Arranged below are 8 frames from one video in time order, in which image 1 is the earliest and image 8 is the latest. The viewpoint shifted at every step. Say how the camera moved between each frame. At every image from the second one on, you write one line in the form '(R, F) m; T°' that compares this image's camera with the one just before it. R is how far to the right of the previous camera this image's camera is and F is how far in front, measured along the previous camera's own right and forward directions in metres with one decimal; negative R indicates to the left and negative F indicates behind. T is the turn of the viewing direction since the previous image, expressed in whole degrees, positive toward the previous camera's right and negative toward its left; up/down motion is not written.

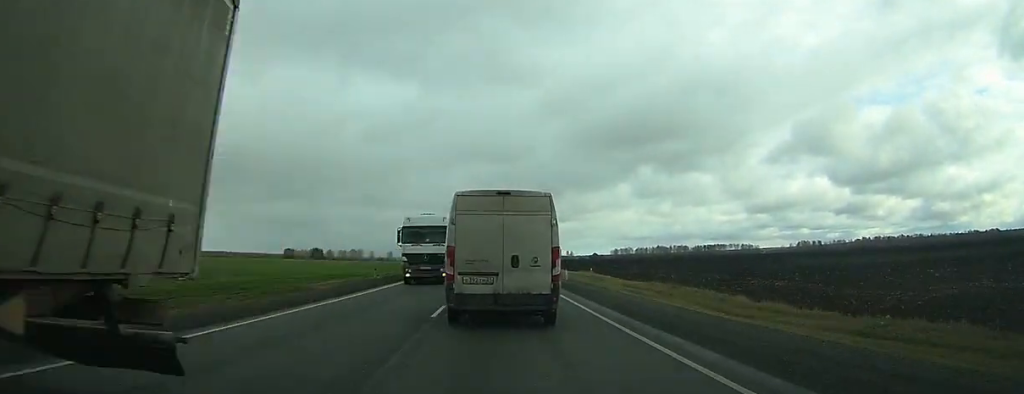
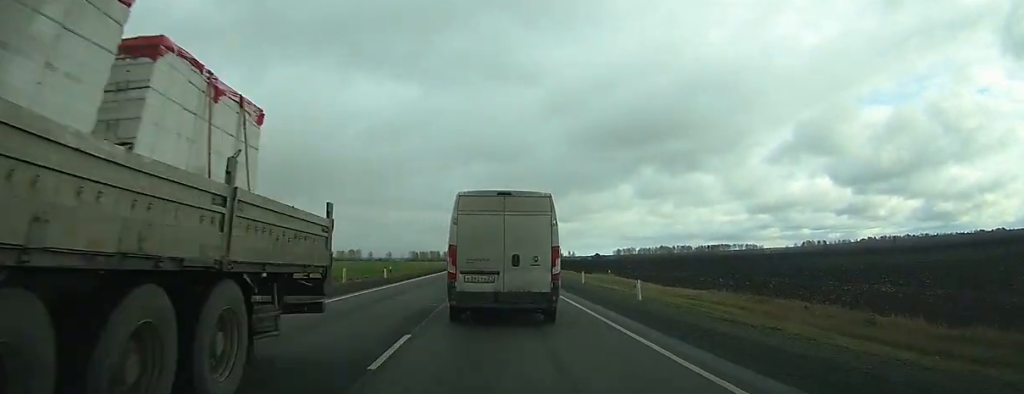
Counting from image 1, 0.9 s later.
(+0.1, +18.9) m; 0°
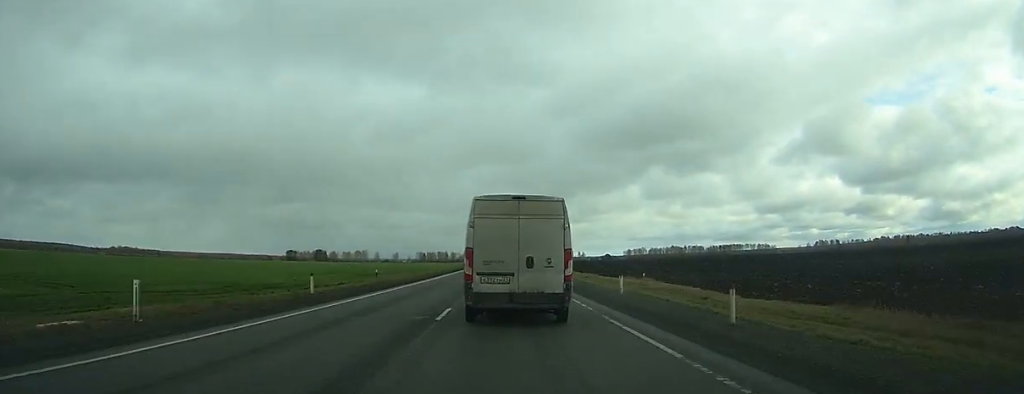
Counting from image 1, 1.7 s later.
(-0.1, +18.2) m; 0°
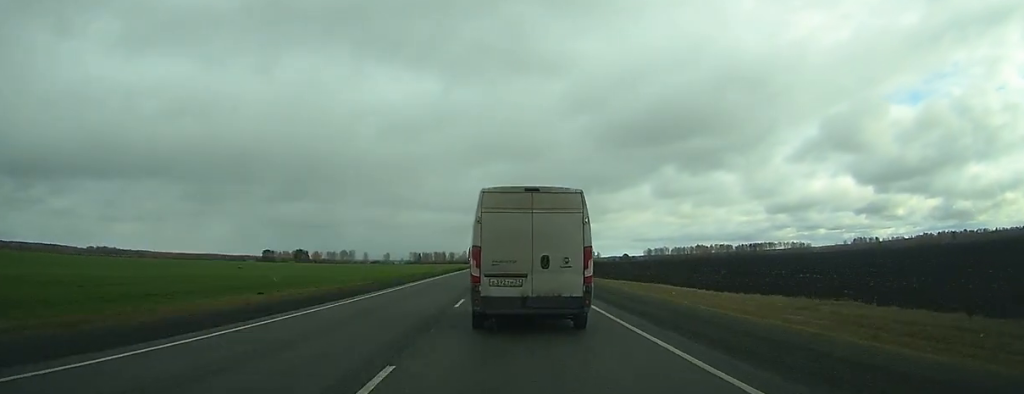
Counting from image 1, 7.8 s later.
(-1.3, +126.4) m; -1°
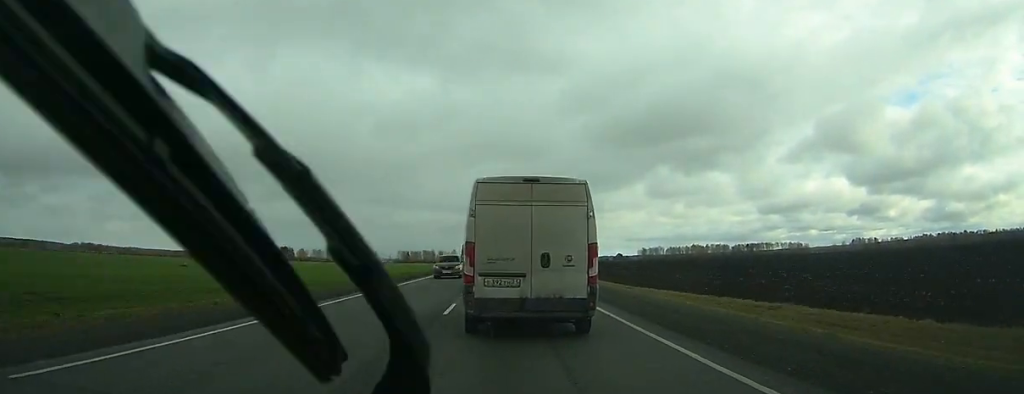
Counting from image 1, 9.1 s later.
(0.0, +27.2) m; 0°
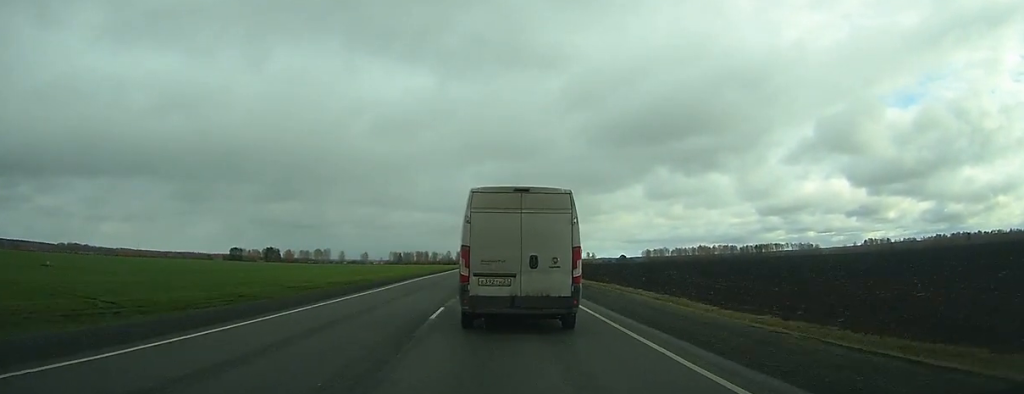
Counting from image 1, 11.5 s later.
(+0.1, +48.9) m; 0°
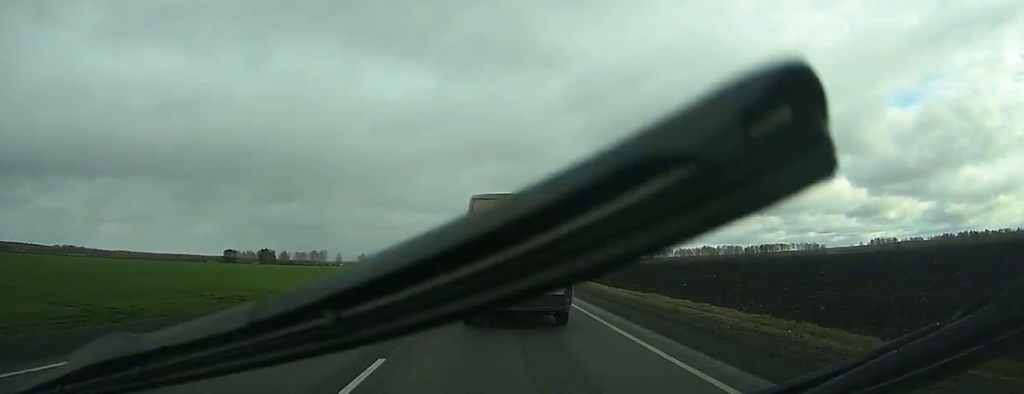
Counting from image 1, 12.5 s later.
(-0.1, +19.5) m; 0°
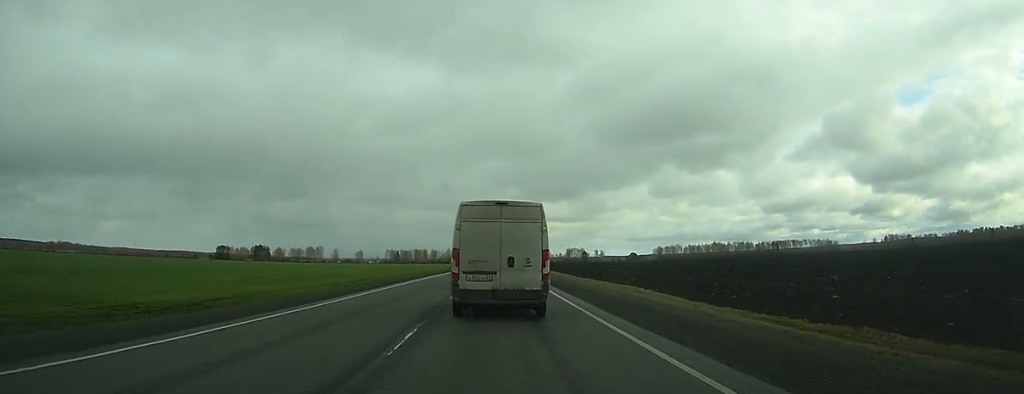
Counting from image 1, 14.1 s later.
(-0.2, +31.3) m; 0°
